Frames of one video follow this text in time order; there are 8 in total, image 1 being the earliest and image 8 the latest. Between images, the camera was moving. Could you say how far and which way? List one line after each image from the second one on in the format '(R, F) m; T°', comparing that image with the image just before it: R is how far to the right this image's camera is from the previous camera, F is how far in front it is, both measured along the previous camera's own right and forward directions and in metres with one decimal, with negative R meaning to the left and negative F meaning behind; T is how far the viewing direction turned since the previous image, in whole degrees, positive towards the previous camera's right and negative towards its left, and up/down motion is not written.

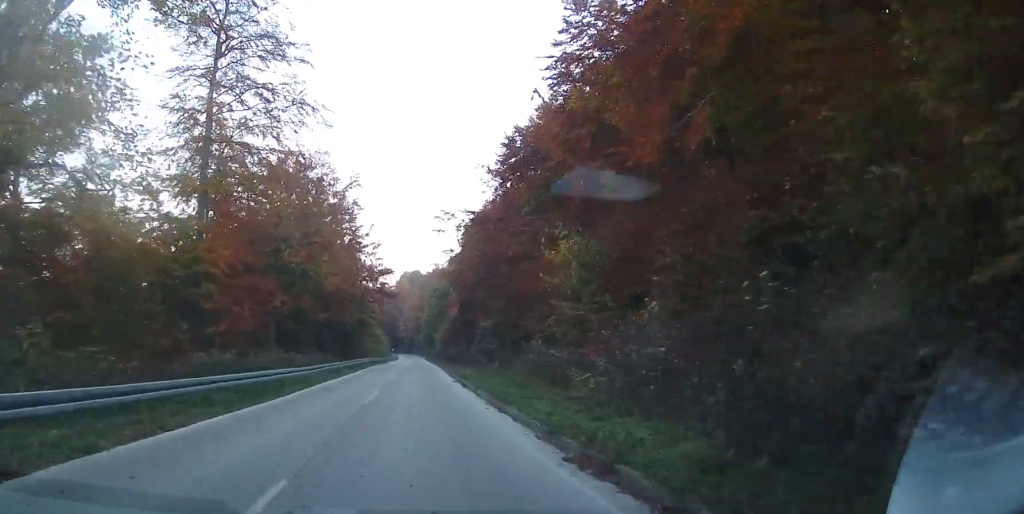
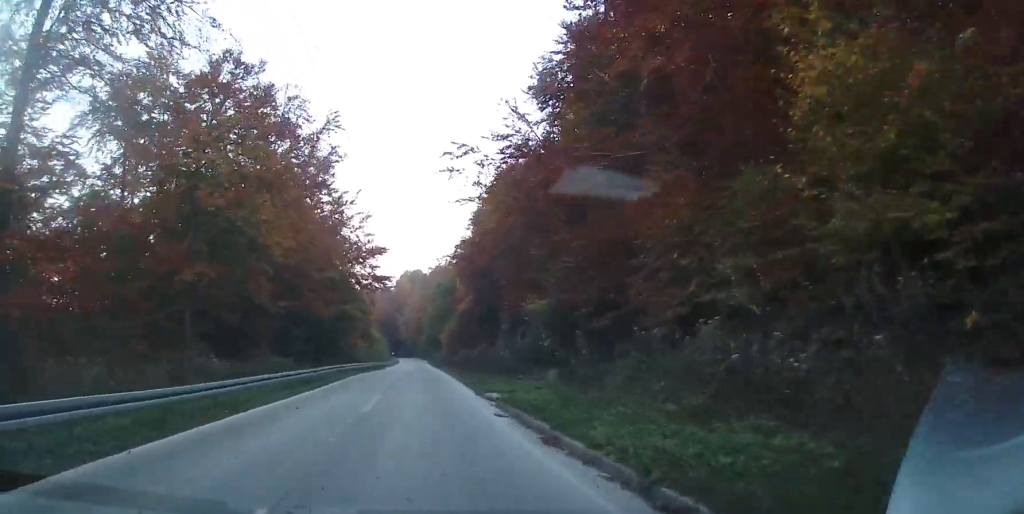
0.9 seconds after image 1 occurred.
(-0.1, +15.7) m; 0°
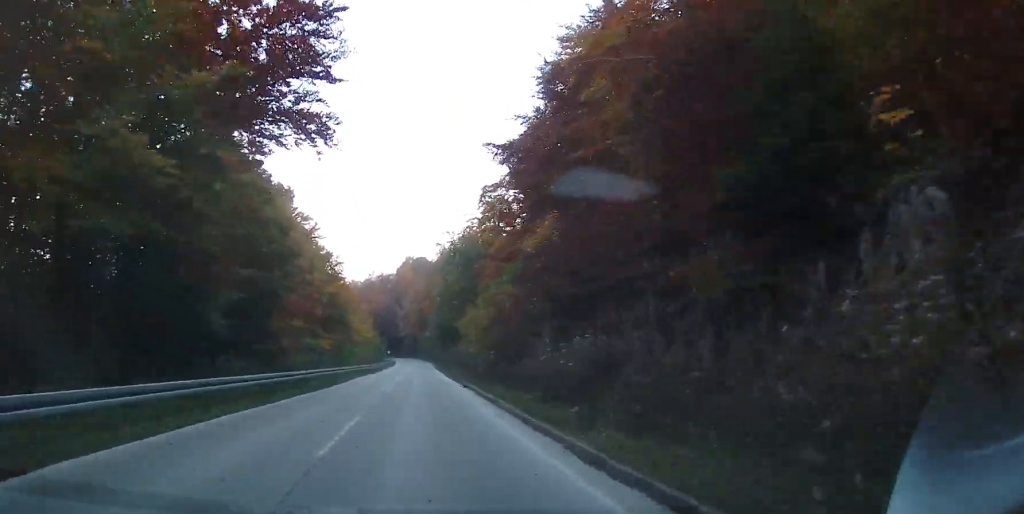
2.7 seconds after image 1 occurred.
(+0.1, +35.3) m; 0°
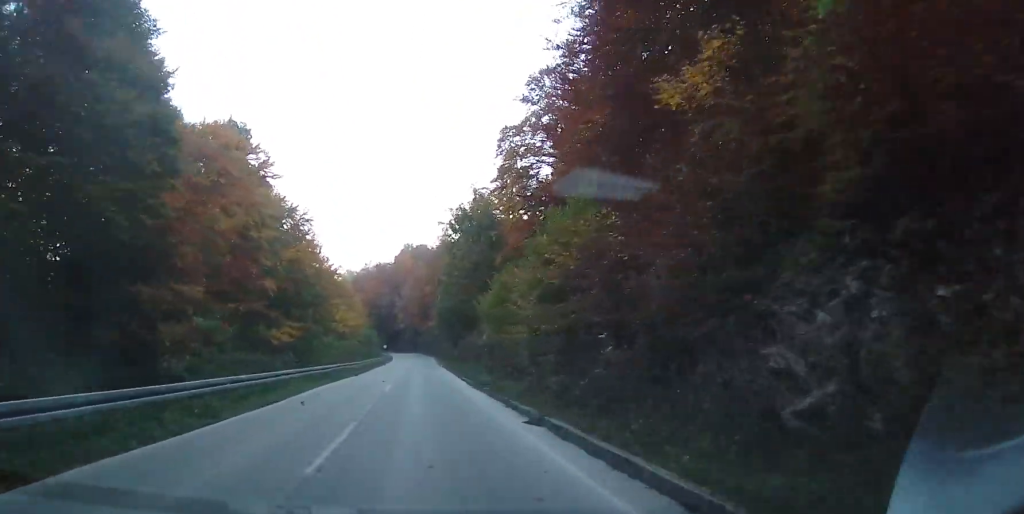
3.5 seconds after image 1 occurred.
(0.0, +15.6) m; 0°
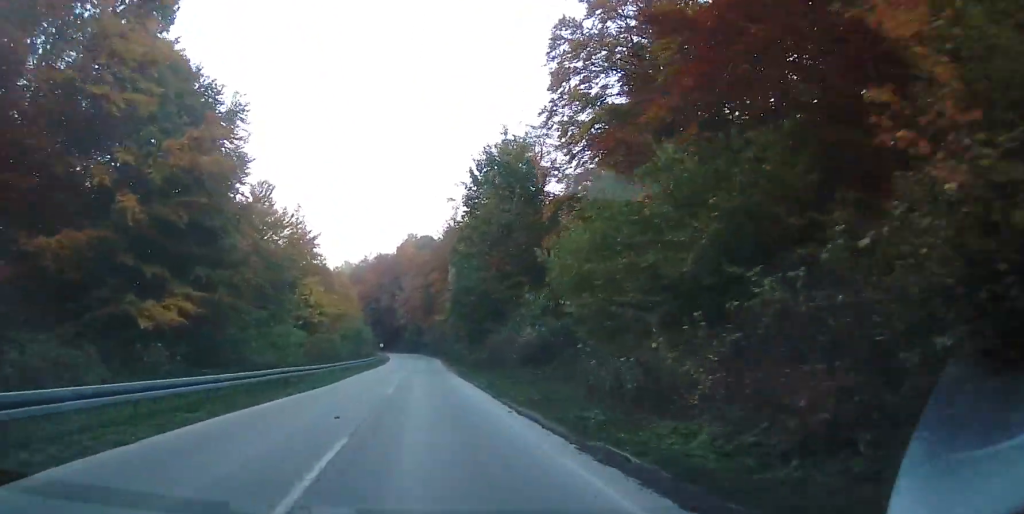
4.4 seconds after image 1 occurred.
(-0.2, +17.3) m; +2°
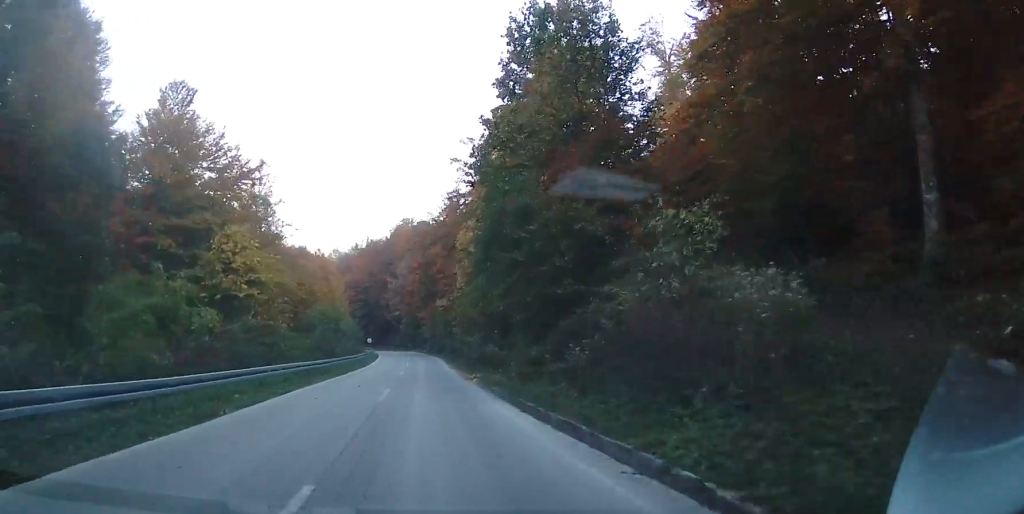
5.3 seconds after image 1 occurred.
(+0.9, +19.0) m; +2°
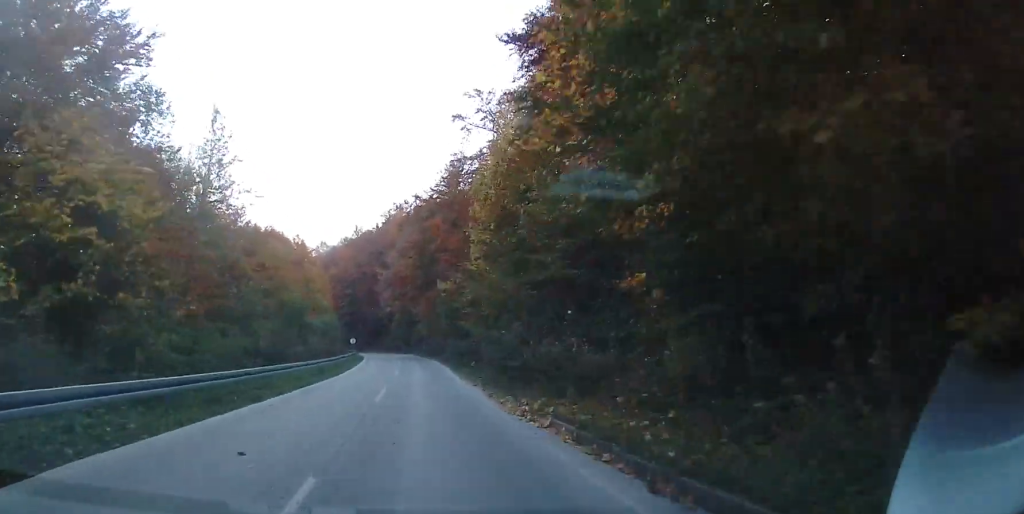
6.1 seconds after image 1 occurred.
(-0.2, +14.9) m; 0°
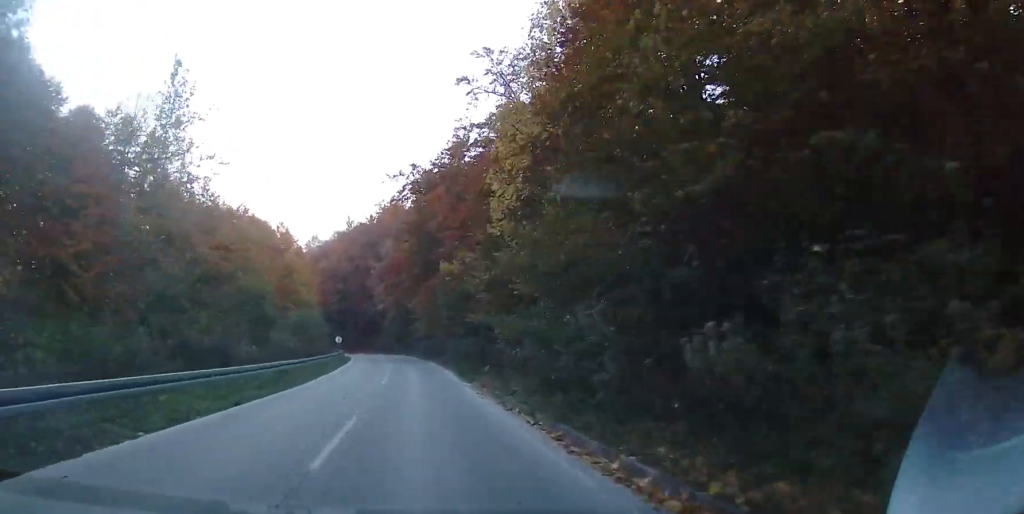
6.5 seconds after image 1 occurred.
(-0.1, +9.5) m; 0°
